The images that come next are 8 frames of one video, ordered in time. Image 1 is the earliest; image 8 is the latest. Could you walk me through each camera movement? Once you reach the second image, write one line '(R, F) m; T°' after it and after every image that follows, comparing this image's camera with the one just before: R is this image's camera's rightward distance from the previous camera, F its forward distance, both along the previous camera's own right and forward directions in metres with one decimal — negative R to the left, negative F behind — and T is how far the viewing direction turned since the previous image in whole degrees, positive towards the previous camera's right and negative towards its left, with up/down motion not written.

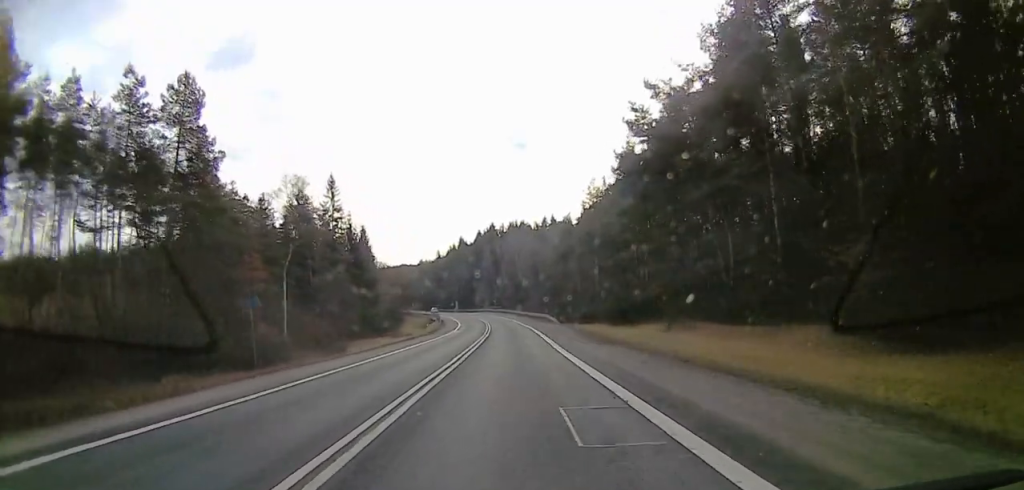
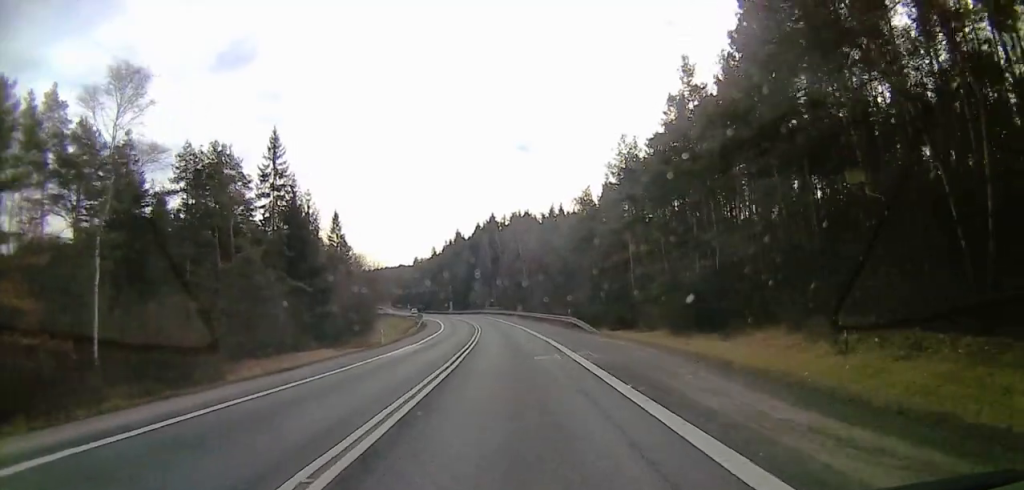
(+0.3, +26.8) m; 0°
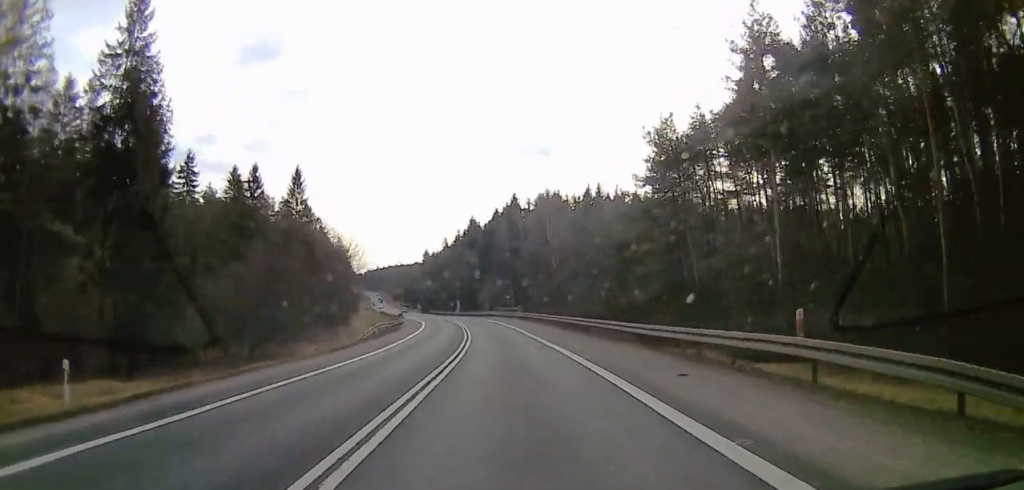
(-0.9, +39.5) m; -2°
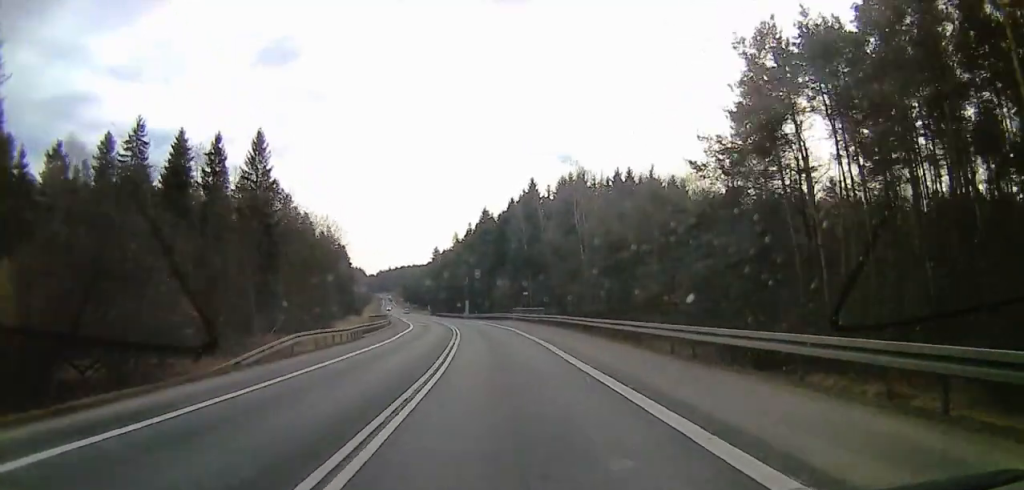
(-0.1, +21.3) m; 0°
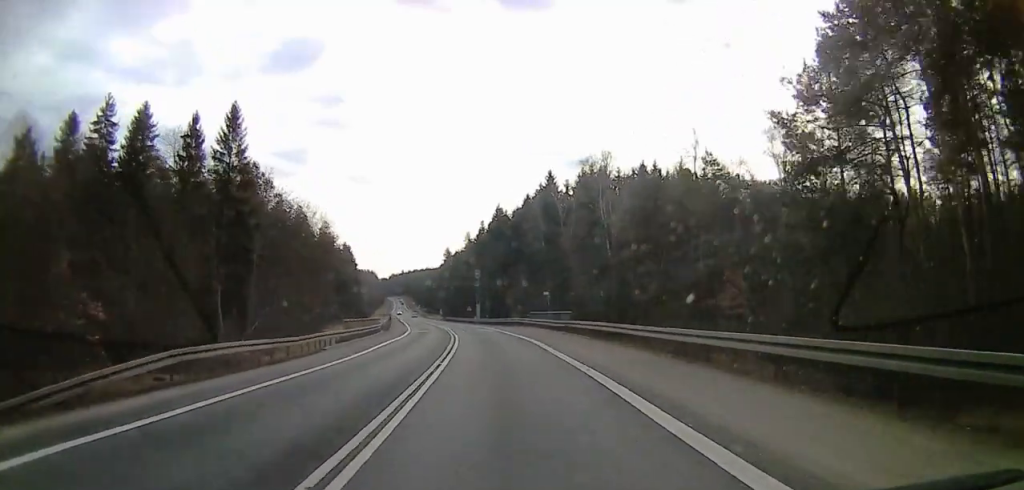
(0.0, +10.1) m; 0°
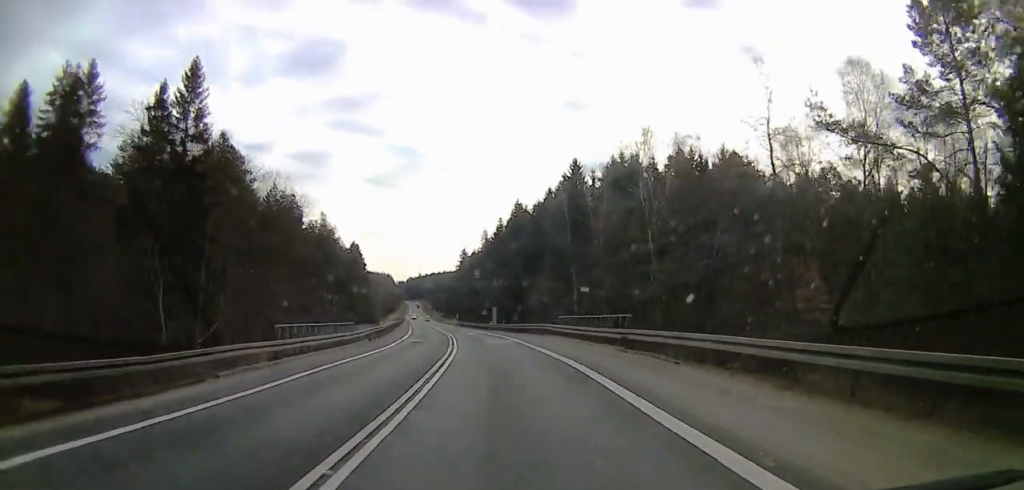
(0.0, +10.8) m; -1°
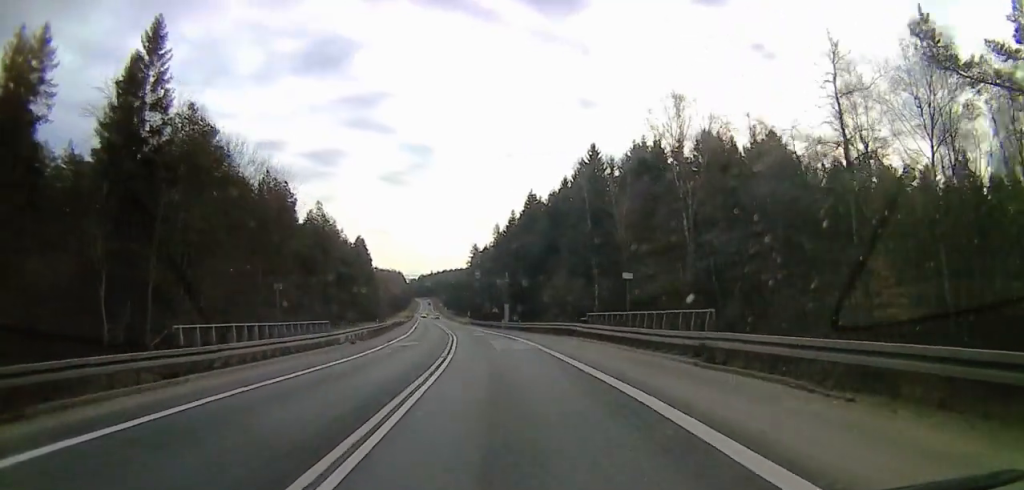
(-0.1, +7.3) m; -2°
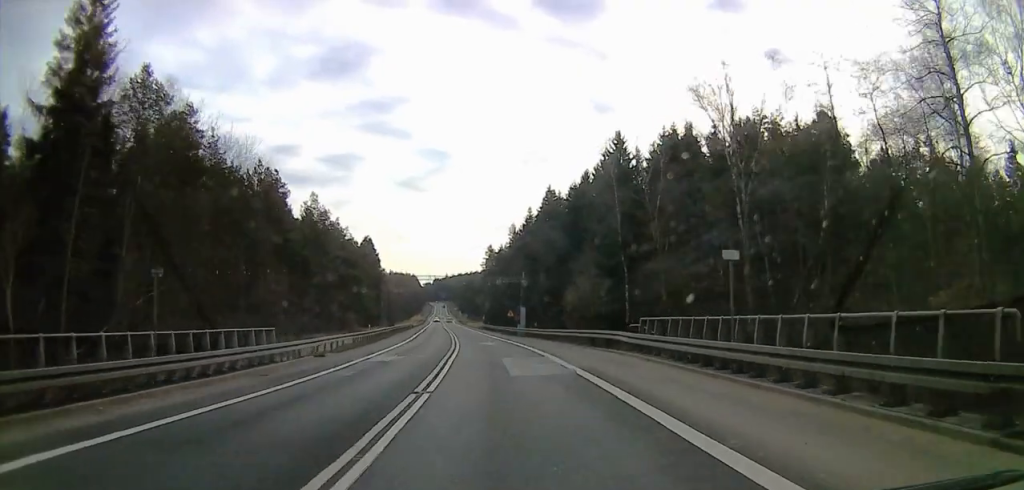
(0.0, +8.3) m; -3°
